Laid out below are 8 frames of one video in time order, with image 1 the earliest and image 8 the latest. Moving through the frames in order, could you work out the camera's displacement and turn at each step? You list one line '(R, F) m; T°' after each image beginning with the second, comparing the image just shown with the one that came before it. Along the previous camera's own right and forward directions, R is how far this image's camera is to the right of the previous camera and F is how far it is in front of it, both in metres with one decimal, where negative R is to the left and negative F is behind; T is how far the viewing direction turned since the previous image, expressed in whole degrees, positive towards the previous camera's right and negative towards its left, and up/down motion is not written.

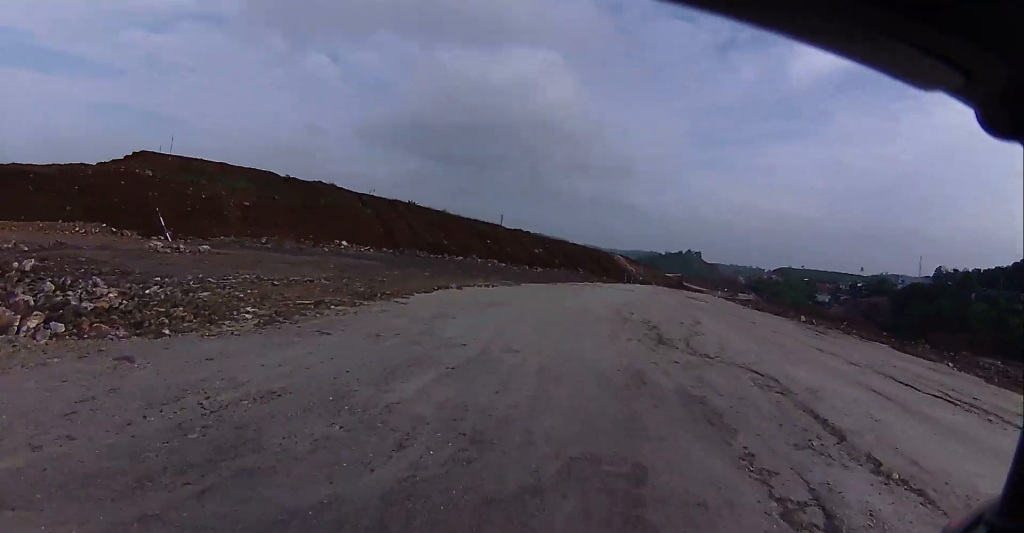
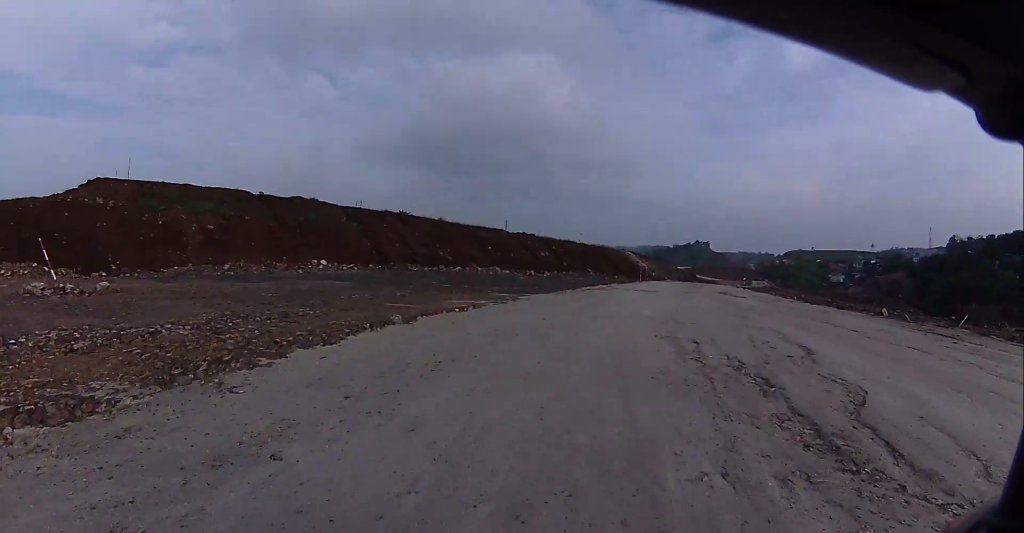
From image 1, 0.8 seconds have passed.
(0.0, +4.9) m; 0°
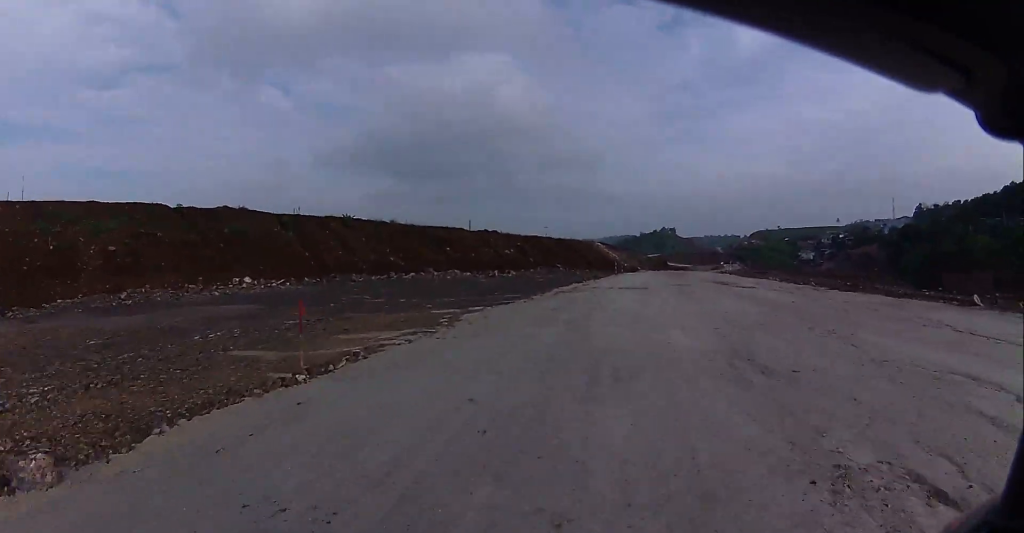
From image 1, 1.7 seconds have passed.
(0.0, +5.3) m; 0°
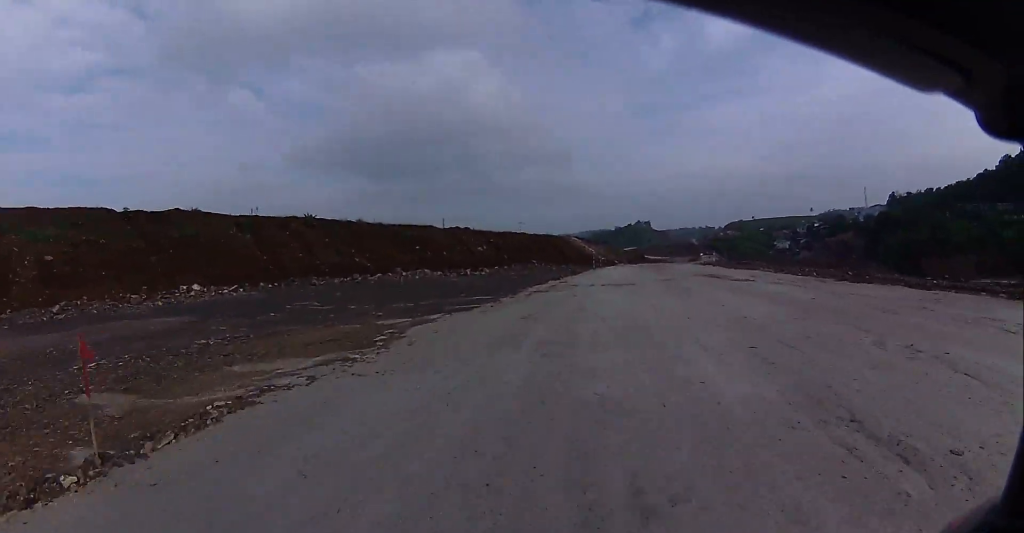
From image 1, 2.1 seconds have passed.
(0.0, +2.4) m; 0°
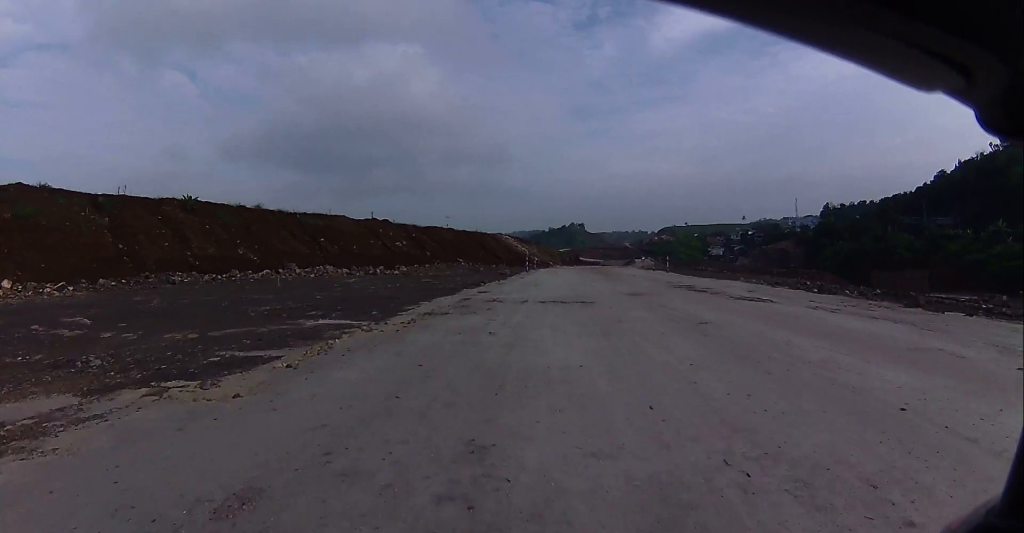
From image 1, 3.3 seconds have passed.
(+0.1, +7.2) m; +6°
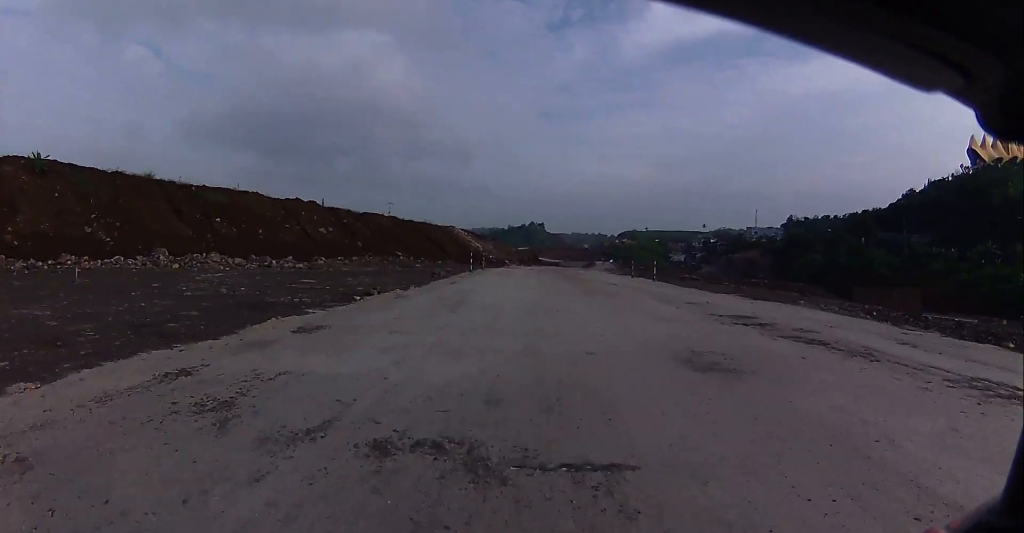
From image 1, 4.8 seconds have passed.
(+0.9, +9.2) m; +7°
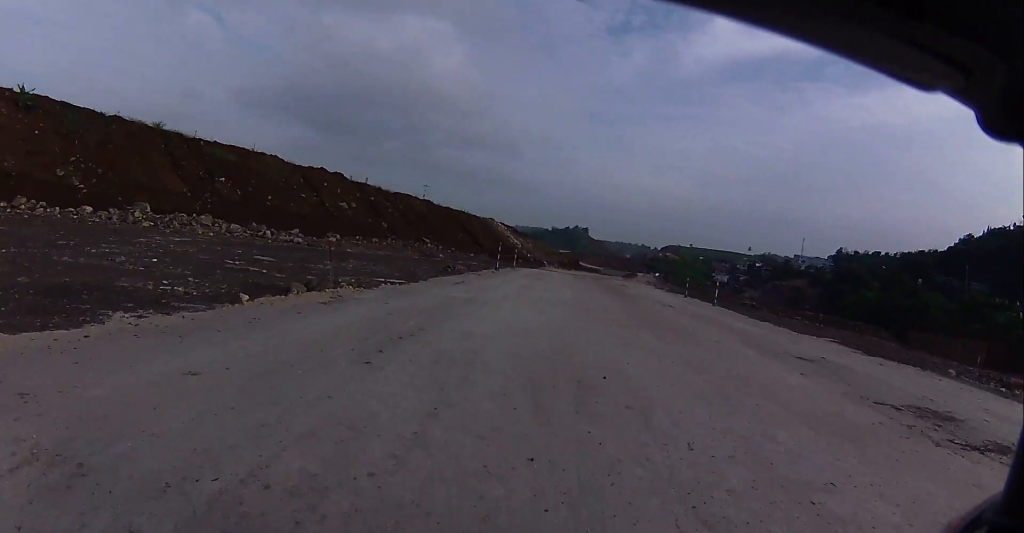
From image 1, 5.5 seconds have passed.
(+0.1, +5.0) m; +1°
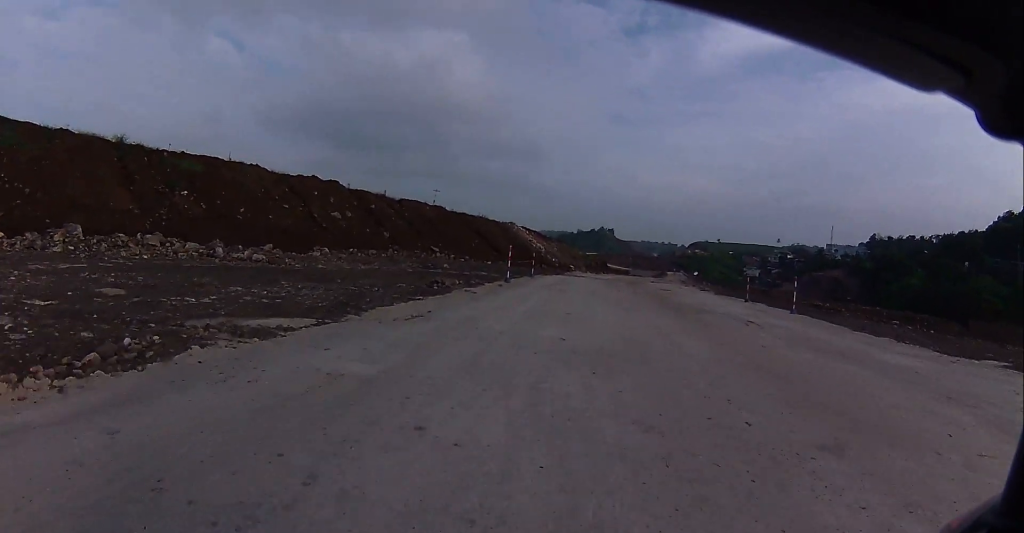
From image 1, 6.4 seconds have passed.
(+0.1, +5.9) m; -1°
